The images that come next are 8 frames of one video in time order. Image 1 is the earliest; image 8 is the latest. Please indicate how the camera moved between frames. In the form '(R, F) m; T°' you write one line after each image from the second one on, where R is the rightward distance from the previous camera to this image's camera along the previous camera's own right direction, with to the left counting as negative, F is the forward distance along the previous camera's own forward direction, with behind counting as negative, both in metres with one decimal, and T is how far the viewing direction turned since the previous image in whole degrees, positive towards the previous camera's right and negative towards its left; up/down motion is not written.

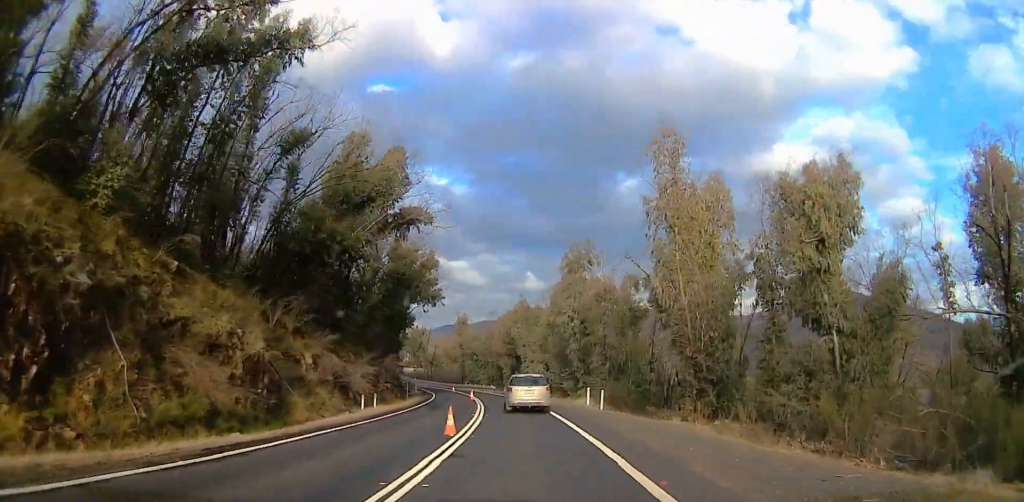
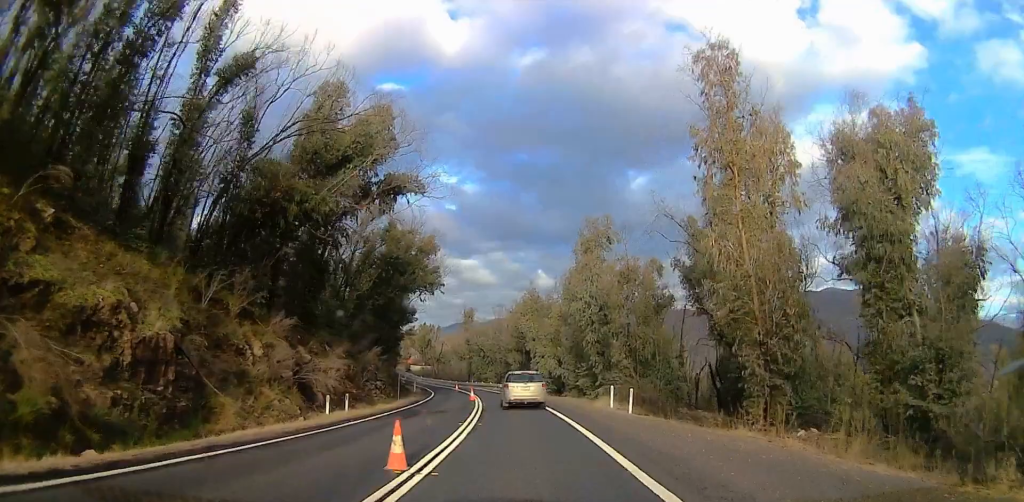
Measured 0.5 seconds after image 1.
(0.0, +7.7) m; +2°
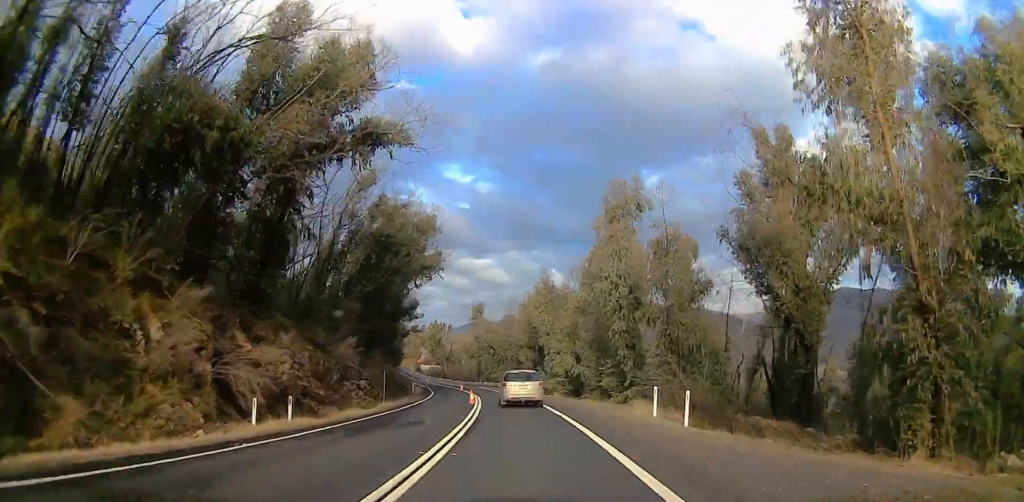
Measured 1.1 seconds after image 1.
(0.0, +8.3) m; 0°
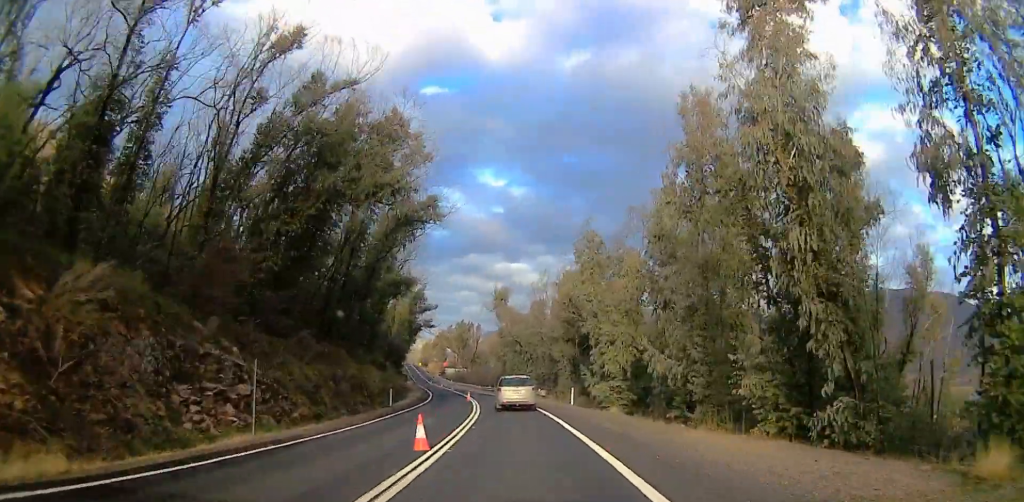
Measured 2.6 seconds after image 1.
(-2.1, +21.3) m; -12°
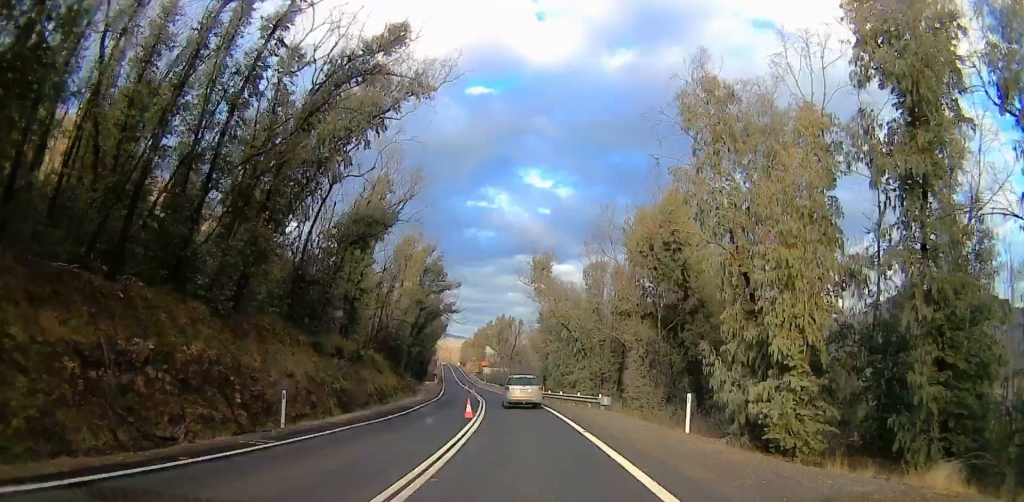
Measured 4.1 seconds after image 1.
(-0.4, +22.5) m; -3°
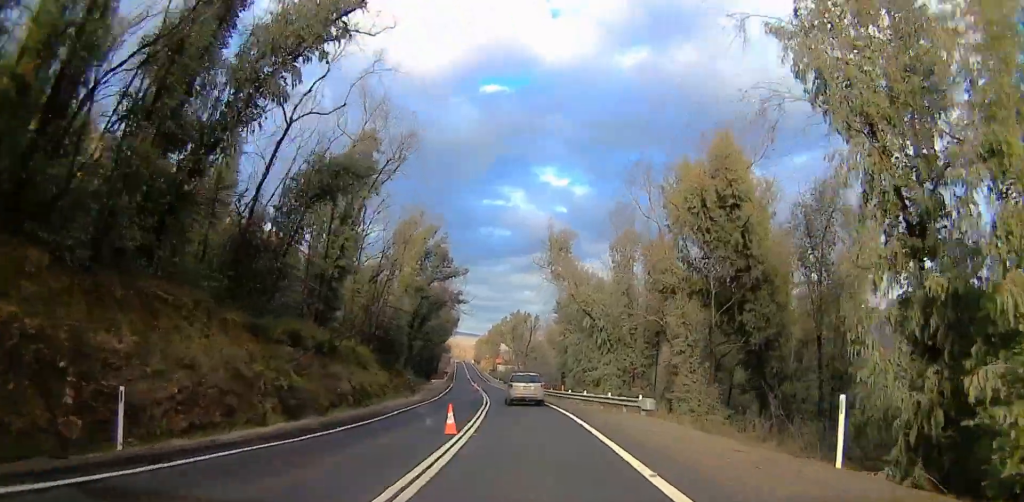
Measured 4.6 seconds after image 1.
(-0.5, +8.6) m; -2°
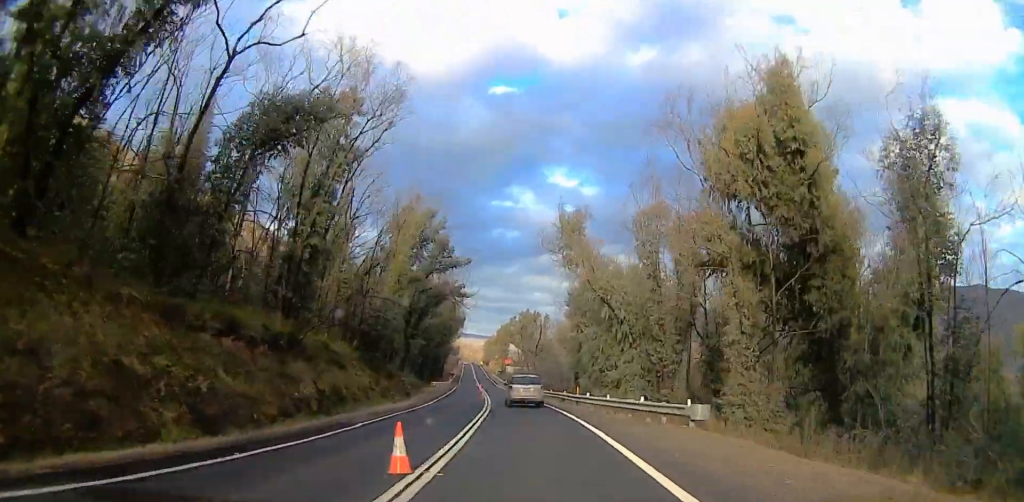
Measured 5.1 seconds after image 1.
(-0.1, +6.8) m; -1°
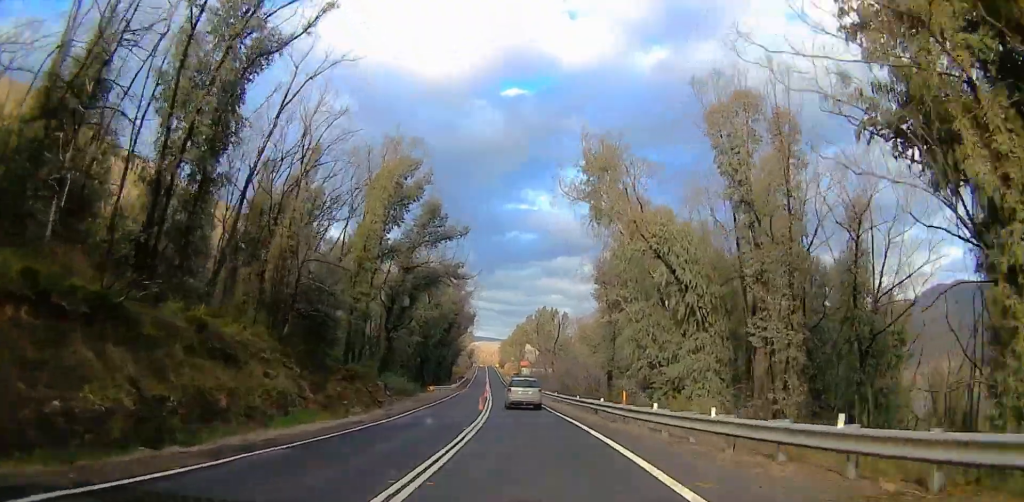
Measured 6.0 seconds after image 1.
(0.0, +14.5) m; 0°
